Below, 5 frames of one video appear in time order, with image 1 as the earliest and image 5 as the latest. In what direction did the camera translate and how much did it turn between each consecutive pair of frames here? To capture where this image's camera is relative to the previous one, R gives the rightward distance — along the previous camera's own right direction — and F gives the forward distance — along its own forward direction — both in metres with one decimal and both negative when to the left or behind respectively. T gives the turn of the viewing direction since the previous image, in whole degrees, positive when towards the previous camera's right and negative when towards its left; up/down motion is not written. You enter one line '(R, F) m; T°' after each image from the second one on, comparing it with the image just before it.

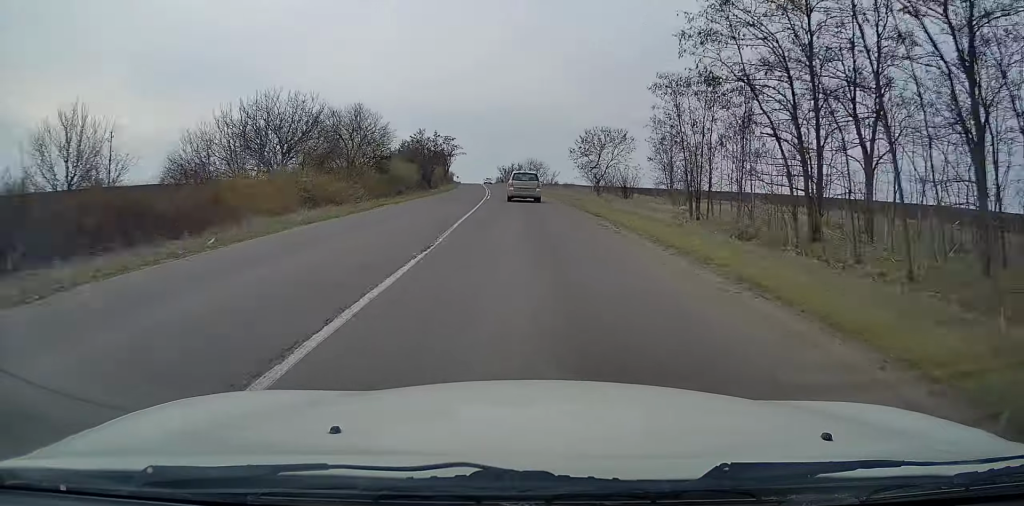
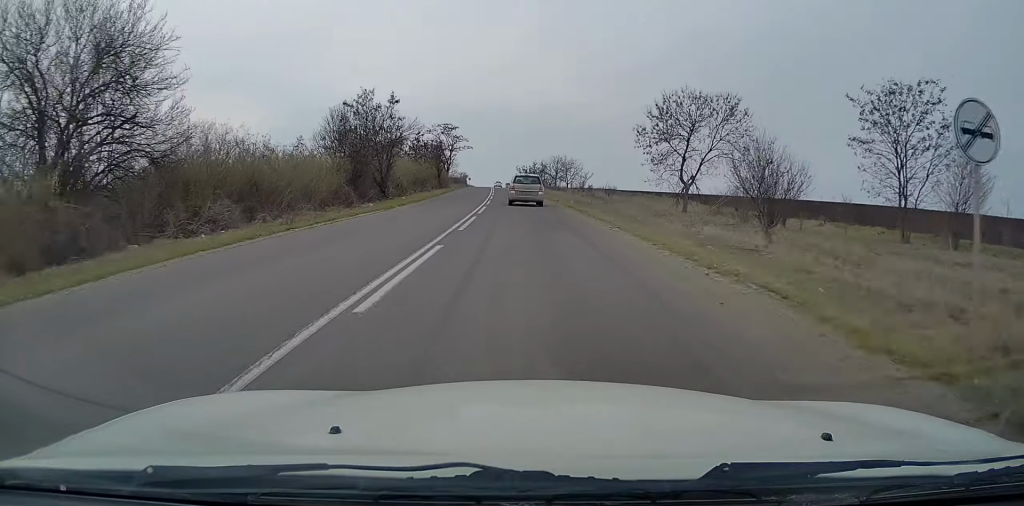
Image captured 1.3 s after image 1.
(-0.5, +32.3) m; -2°
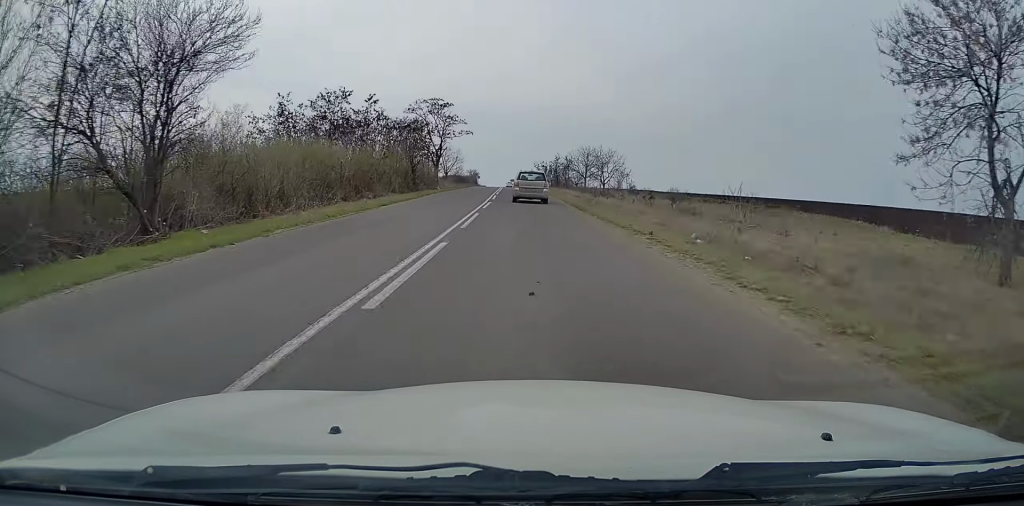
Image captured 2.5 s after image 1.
(-0.5, +27.8) m; -1°
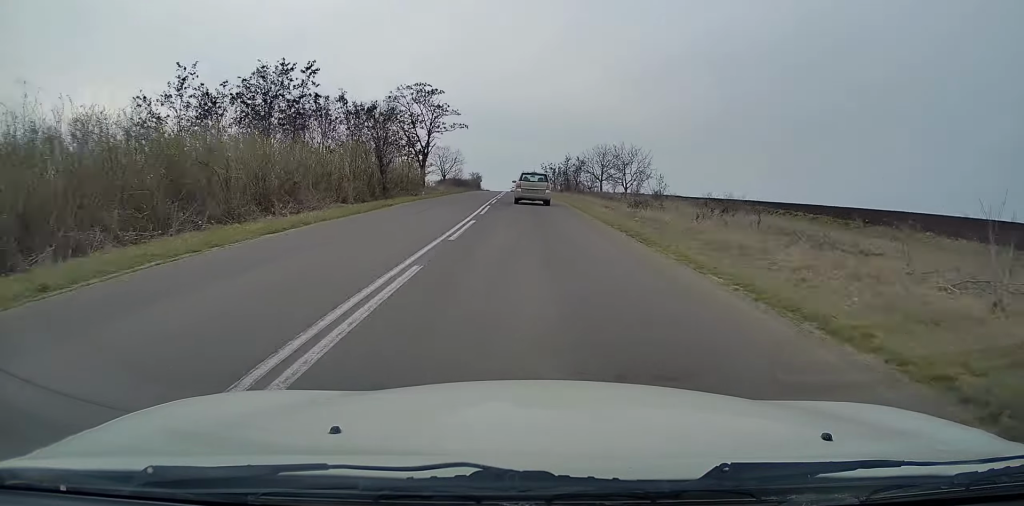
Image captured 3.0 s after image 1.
(+0.1, +12.6) m; -1°
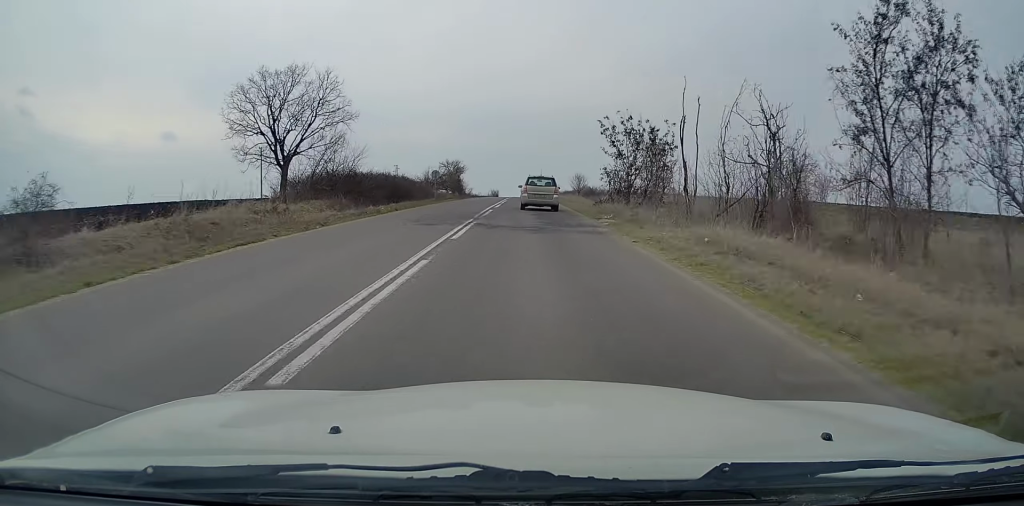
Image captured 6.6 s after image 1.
(-1.7, +83.1) m; -2°
